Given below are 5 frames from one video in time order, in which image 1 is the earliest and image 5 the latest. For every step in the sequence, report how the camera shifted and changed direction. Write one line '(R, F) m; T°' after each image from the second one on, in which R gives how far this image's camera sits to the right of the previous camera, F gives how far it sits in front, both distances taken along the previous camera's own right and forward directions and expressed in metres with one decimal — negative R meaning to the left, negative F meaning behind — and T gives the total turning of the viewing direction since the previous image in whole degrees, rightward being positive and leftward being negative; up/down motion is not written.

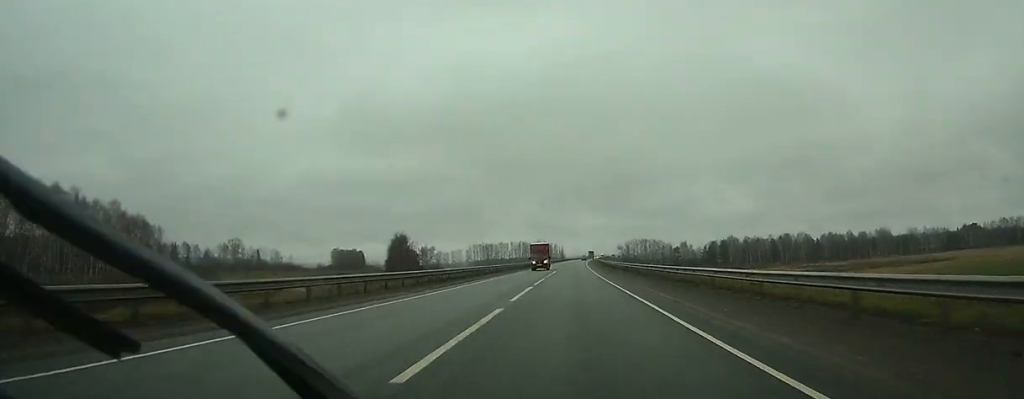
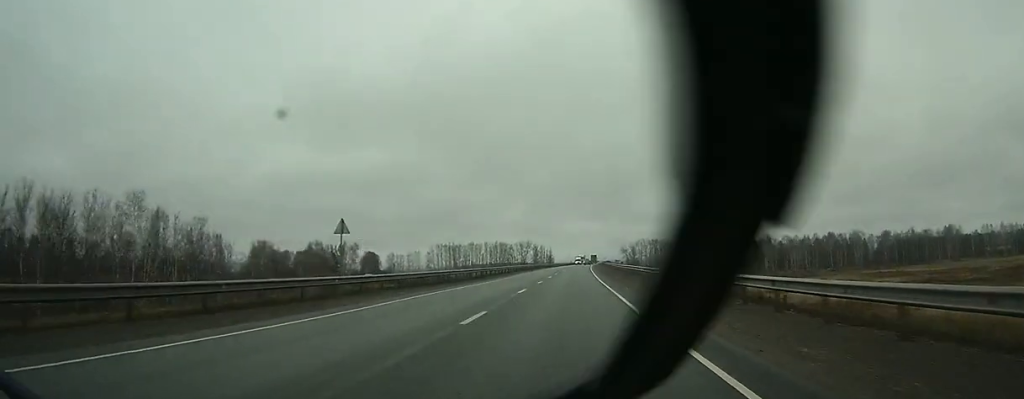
(+1.5, +92.3) m; +1°
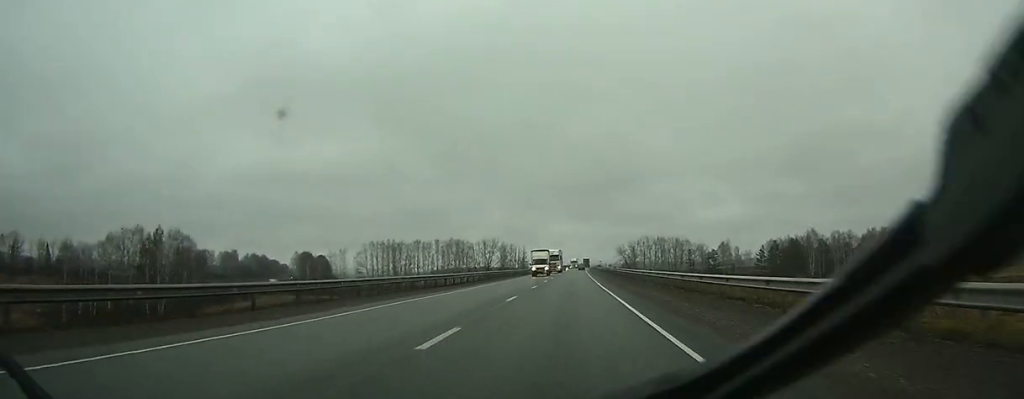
(+0.4, +89.6) m; +1°
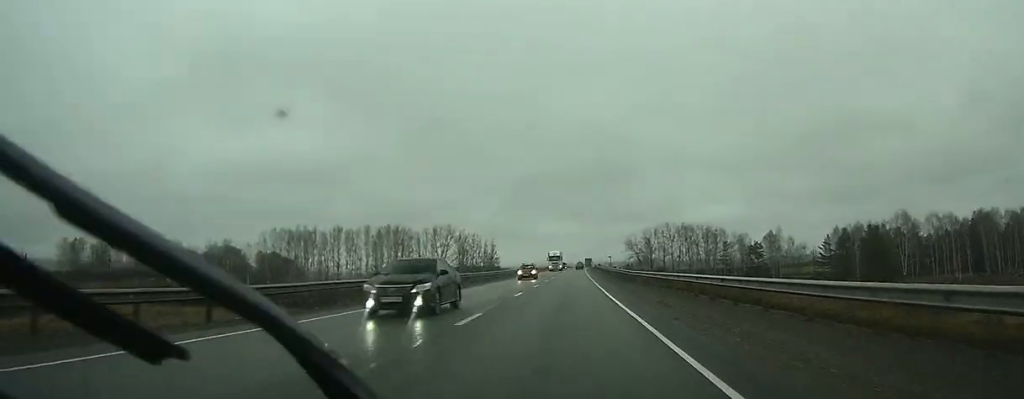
(+0.8, +81.0) m; +1°
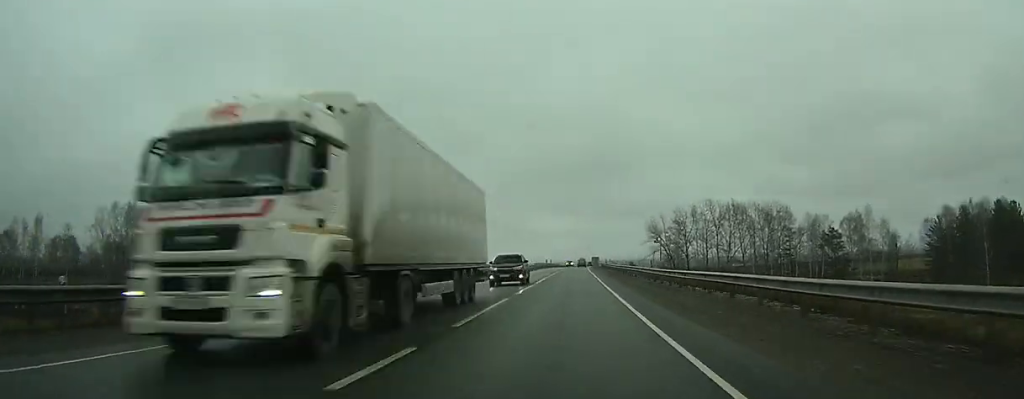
(+0.4, +63.7) m; +1°
